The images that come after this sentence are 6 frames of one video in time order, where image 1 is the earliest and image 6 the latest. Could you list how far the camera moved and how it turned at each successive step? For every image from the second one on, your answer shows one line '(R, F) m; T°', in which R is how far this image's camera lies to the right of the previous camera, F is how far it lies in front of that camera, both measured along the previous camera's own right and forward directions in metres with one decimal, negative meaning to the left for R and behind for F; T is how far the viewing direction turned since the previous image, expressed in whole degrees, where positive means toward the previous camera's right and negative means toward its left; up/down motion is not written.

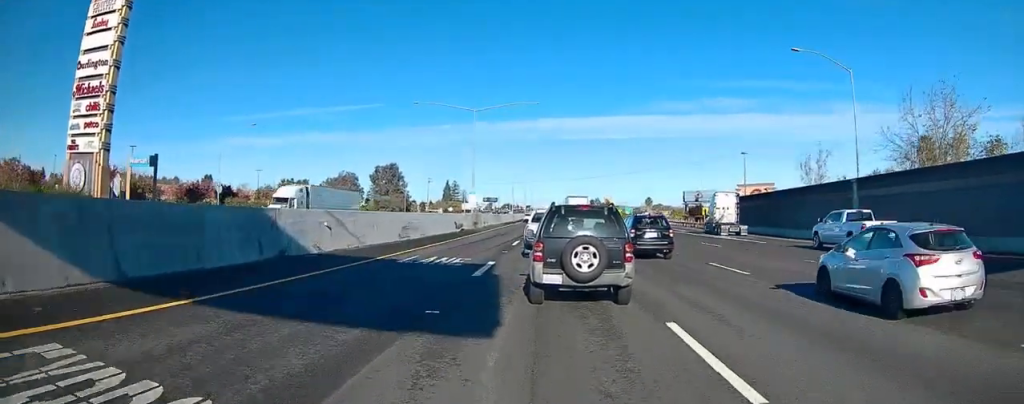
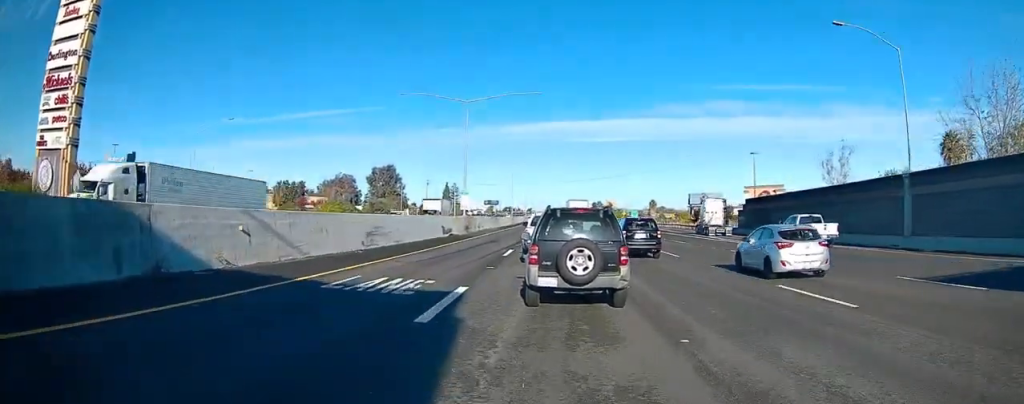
(-0.2, +6.8) m; -4°
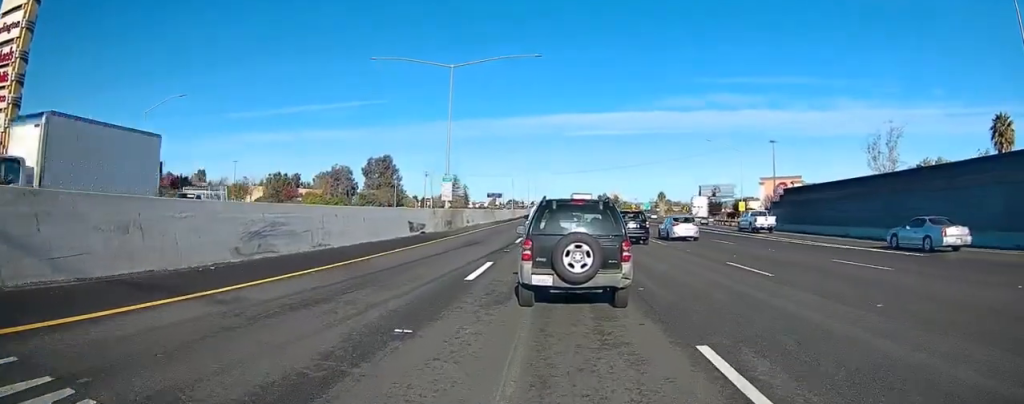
(+0.4, +13.2) m; +8°
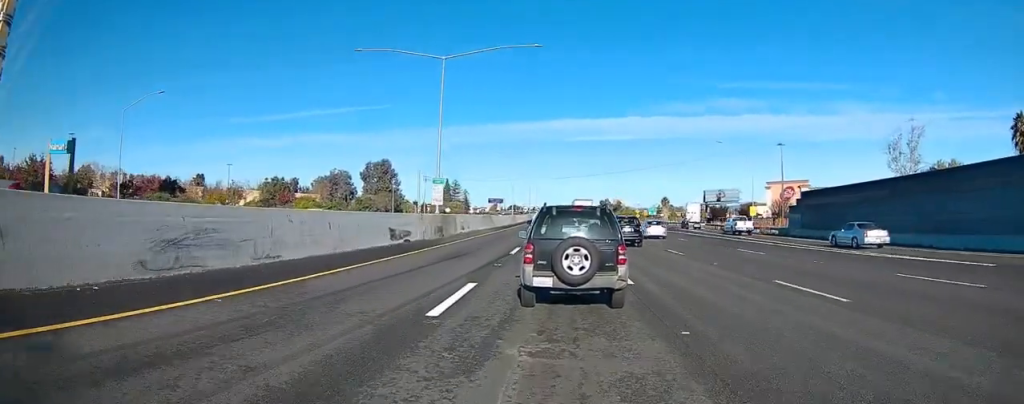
(+0.5, +7.6) m; +3°
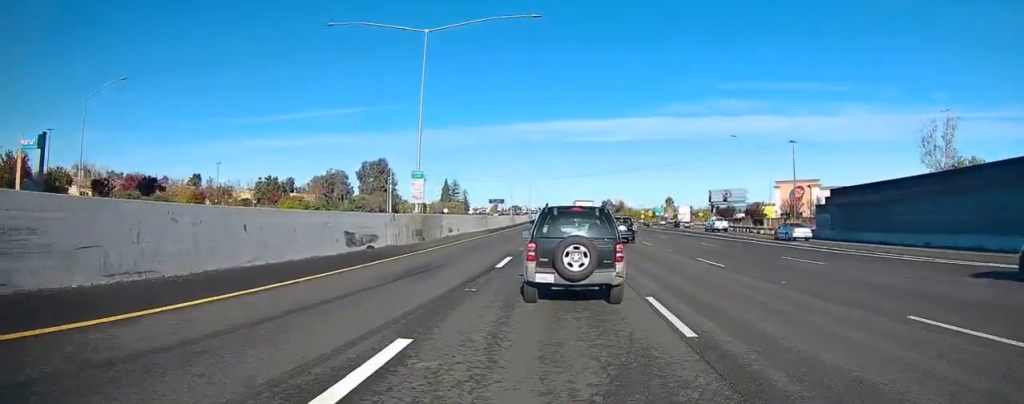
(-0.3, +14.9) m; -2°
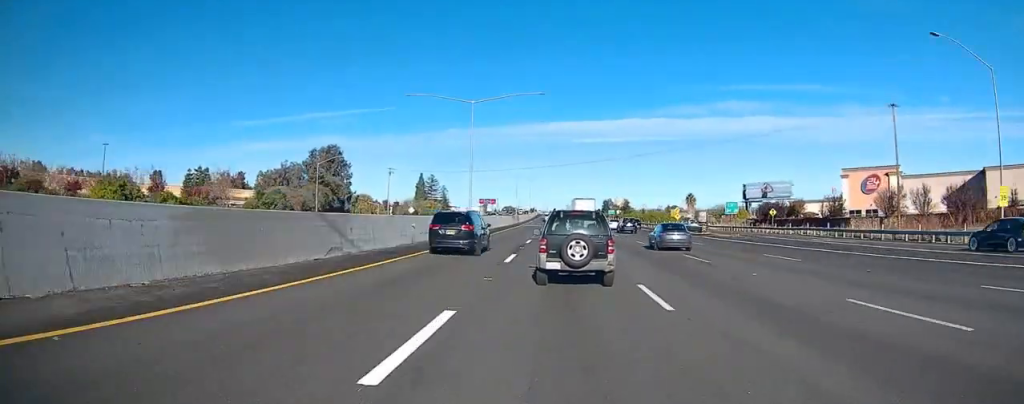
(-0.4, +26.0) m; -1°
